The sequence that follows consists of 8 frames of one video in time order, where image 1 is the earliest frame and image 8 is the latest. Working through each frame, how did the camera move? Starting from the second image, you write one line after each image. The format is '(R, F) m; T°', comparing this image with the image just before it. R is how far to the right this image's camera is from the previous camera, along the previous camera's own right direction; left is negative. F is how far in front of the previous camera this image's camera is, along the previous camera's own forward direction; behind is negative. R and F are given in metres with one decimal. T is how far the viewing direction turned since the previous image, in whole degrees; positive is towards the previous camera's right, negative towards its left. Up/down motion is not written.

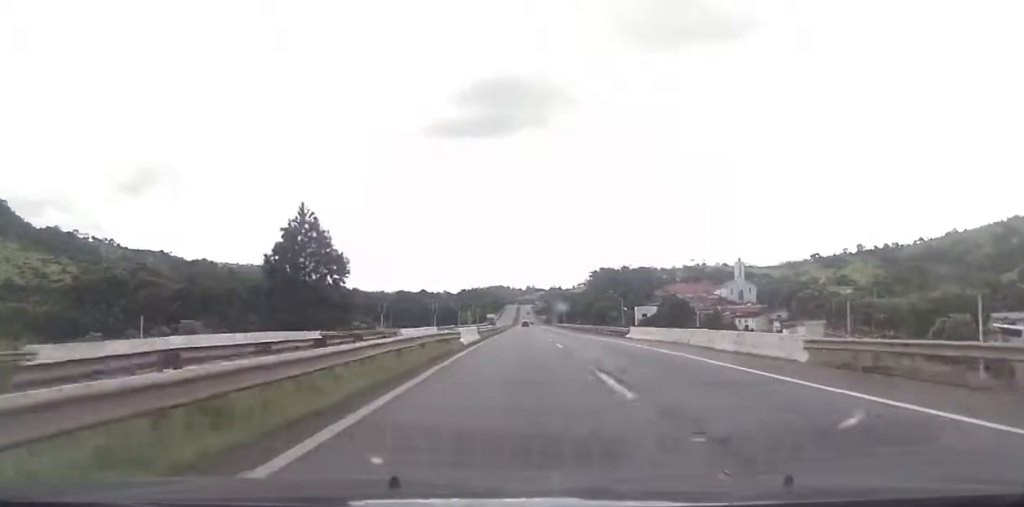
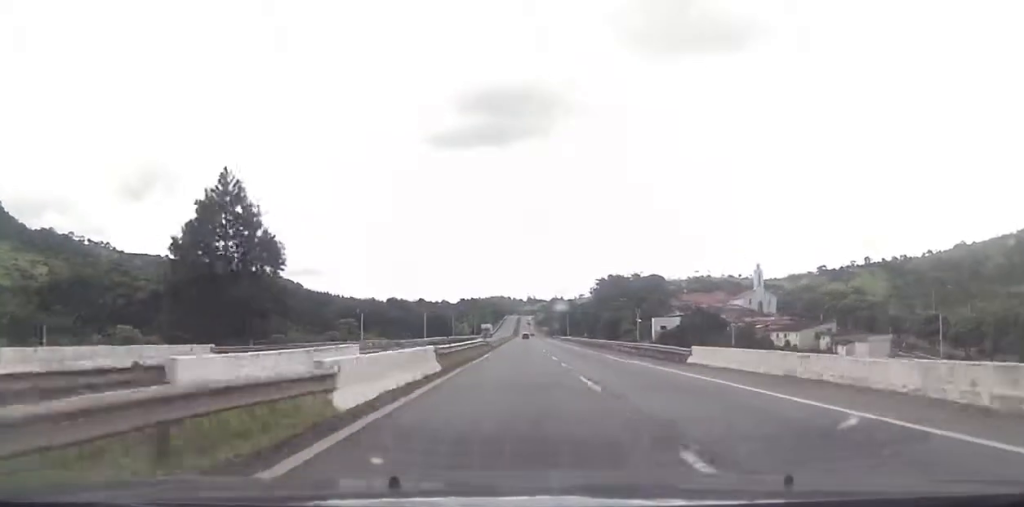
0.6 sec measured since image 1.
(0.0, +19.9) m; 0°
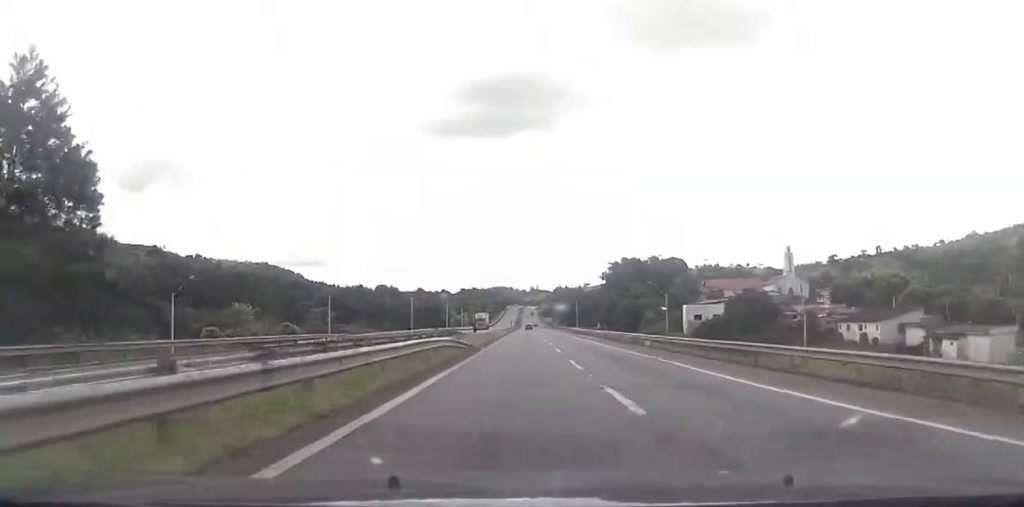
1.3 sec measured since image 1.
(0.0, +24.8) m; -1°
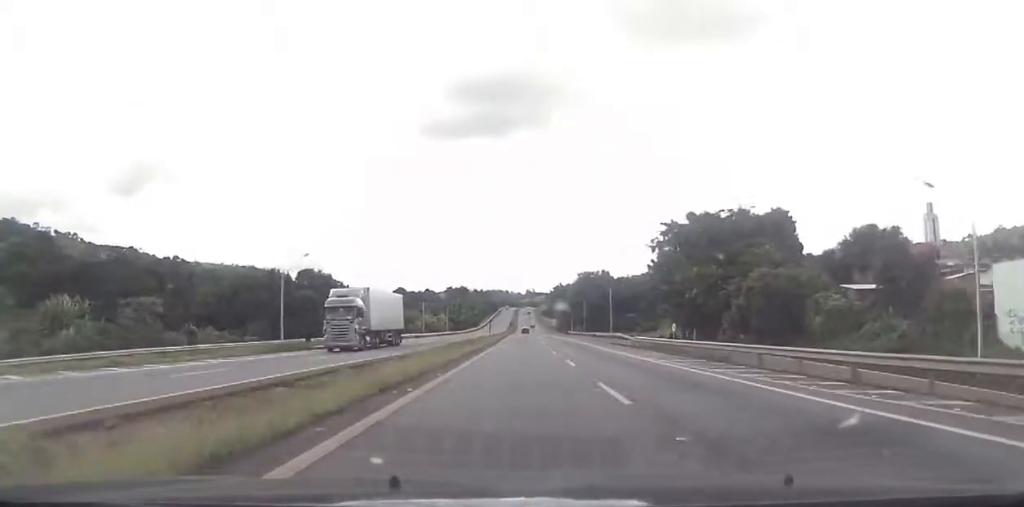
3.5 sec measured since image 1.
(0.0, +79.5) m; +1°
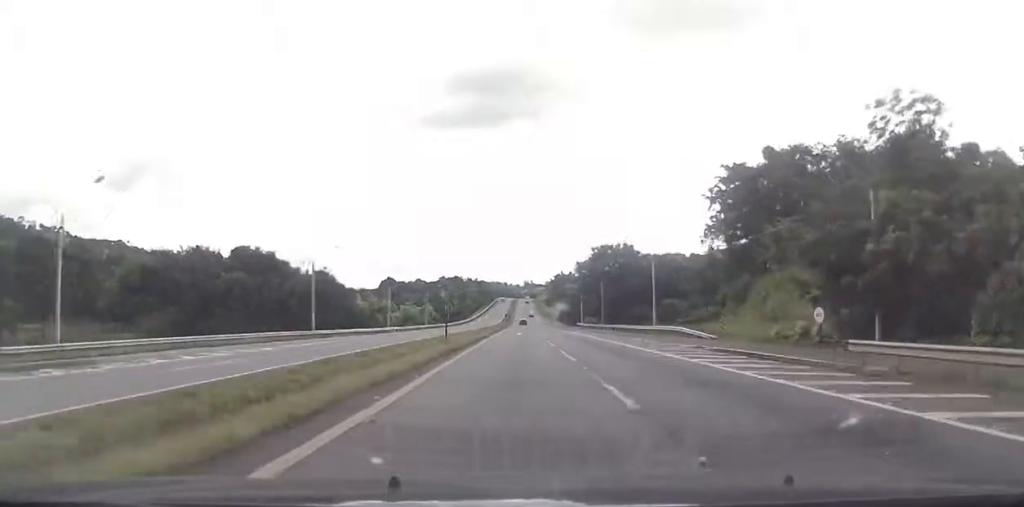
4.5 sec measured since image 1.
(0.0, +37.1) m; -1°
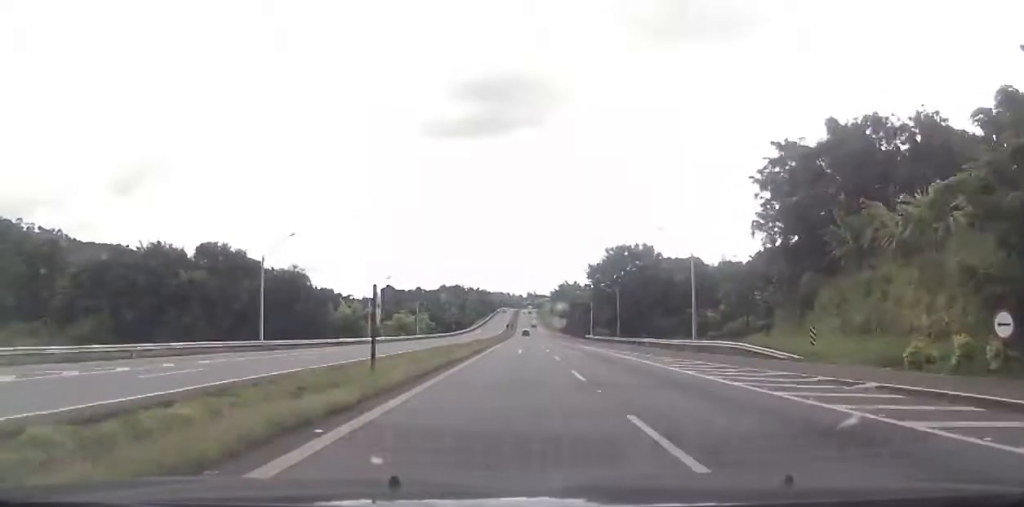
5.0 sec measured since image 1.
(-0.3, +15.5) m; 0°
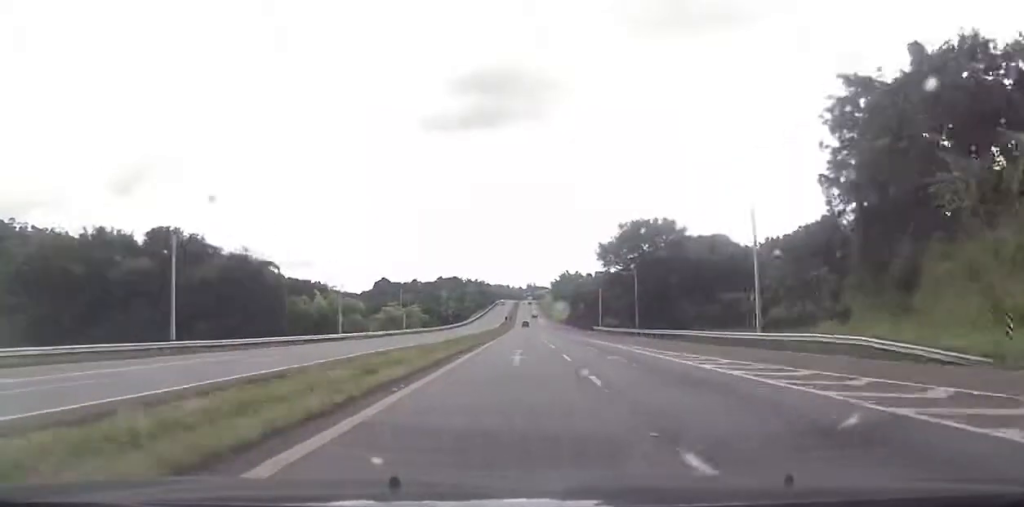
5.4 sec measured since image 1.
(-0.3, +15.5) m; 0°
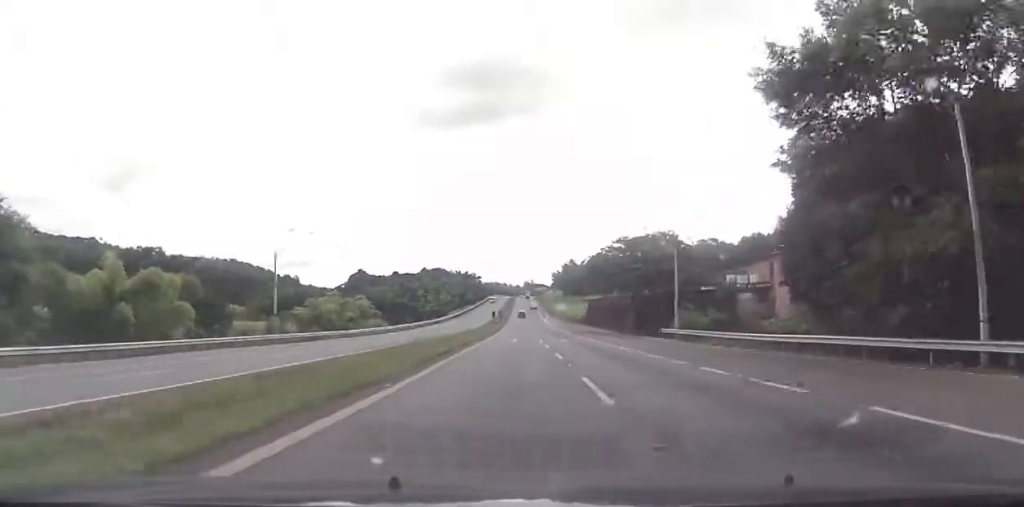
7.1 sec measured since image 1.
(+1.0, +62.5) m; +1°
